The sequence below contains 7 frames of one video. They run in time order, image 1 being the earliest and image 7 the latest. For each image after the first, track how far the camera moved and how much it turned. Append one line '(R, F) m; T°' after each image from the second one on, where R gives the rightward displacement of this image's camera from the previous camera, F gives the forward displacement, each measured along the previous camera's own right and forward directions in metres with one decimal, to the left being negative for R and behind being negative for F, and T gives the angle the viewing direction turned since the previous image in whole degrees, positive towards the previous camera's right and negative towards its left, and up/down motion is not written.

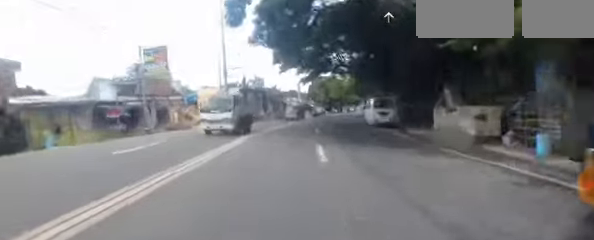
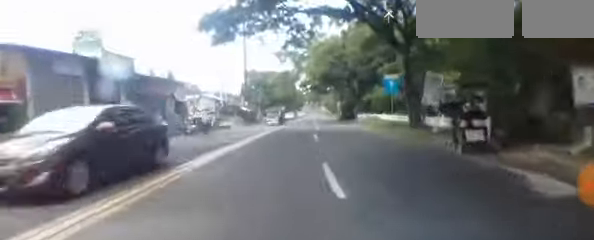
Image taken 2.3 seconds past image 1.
(+5.6, +31.1) m; +15°
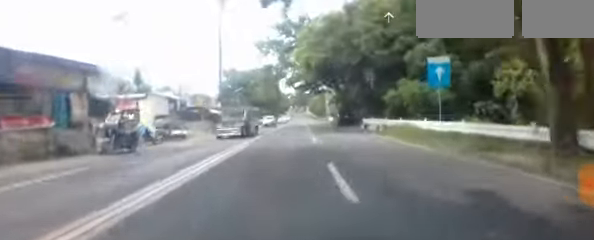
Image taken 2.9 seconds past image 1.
(+0.1, +9.4) m; -3°
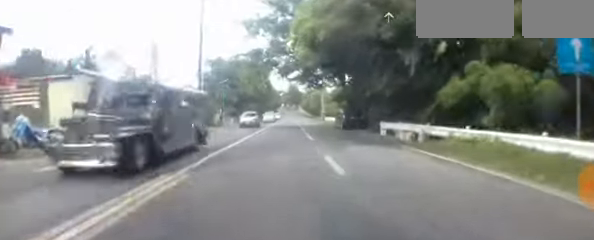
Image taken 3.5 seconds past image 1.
(-0.4, +8.3) m; -3°
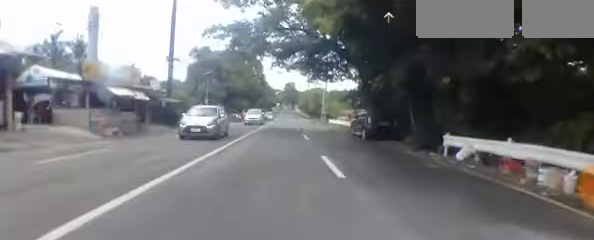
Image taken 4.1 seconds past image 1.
(-0.3, +9.0) m; -2°
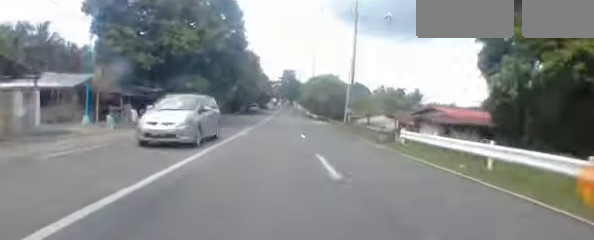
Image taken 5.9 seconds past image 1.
(+1.7, +26.9) m; +4°
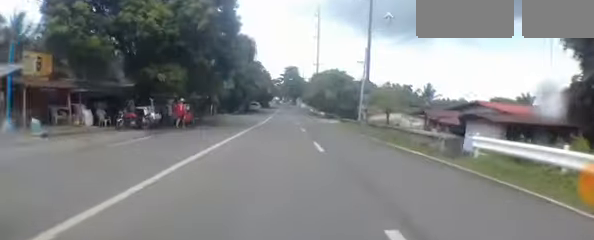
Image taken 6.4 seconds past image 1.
(-0.2, +6.3) m; -1°
